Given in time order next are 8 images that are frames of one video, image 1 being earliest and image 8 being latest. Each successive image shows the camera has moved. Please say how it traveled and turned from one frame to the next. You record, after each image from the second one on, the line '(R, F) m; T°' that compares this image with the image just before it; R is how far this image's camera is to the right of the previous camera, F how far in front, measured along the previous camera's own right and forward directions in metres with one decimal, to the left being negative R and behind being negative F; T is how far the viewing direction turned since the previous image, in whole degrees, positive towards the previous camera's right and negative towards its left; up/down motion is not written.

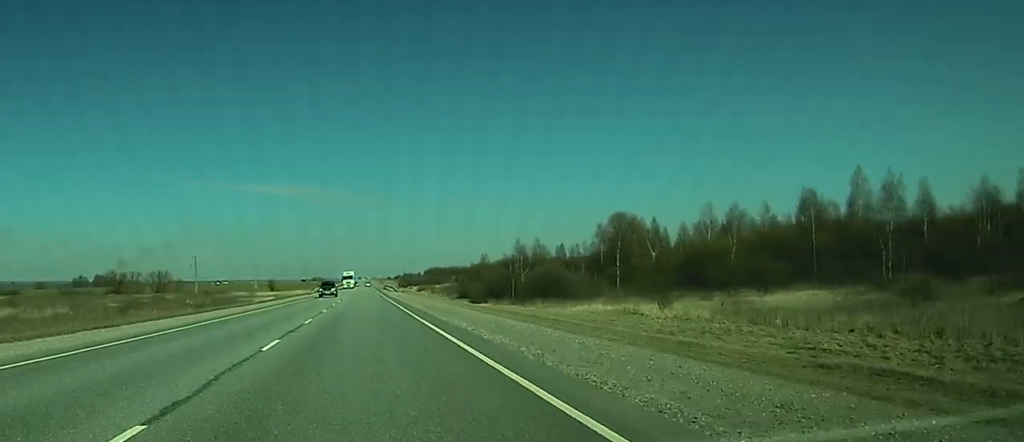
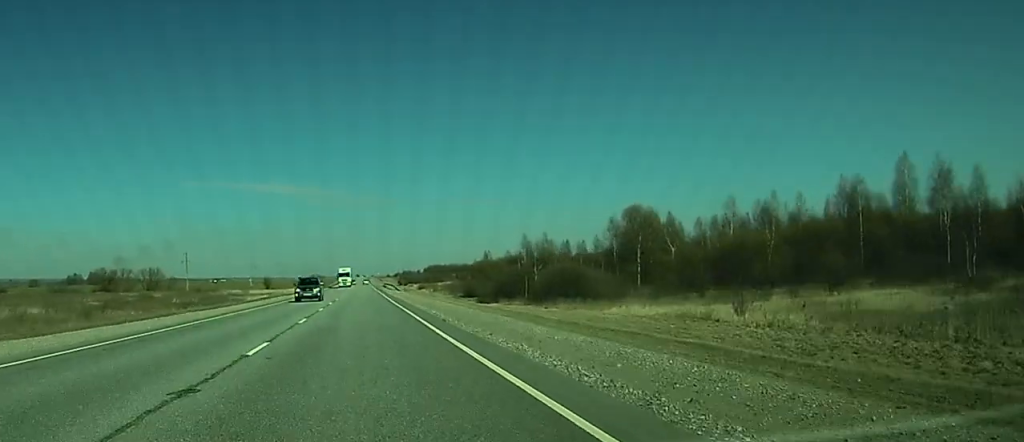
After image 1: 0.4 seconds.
(0.0, +13.9) m; 0°
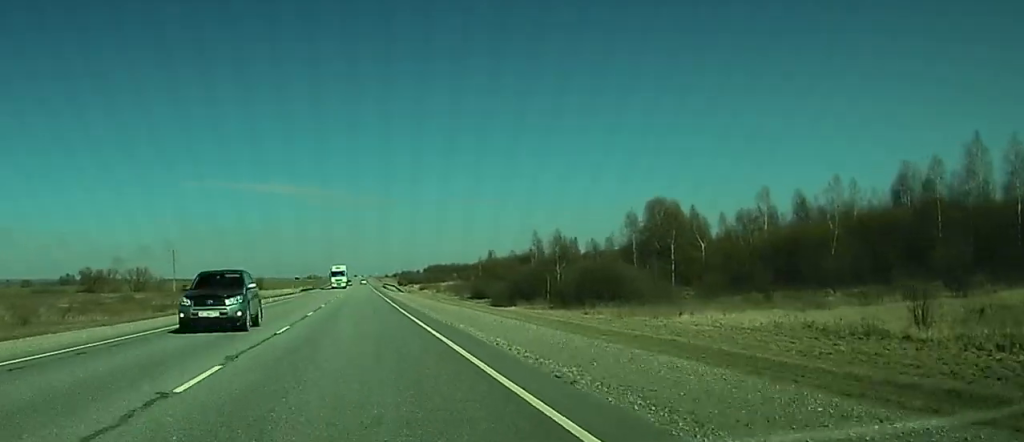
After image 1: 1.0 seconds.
(0.0, +18.1) m; 0°
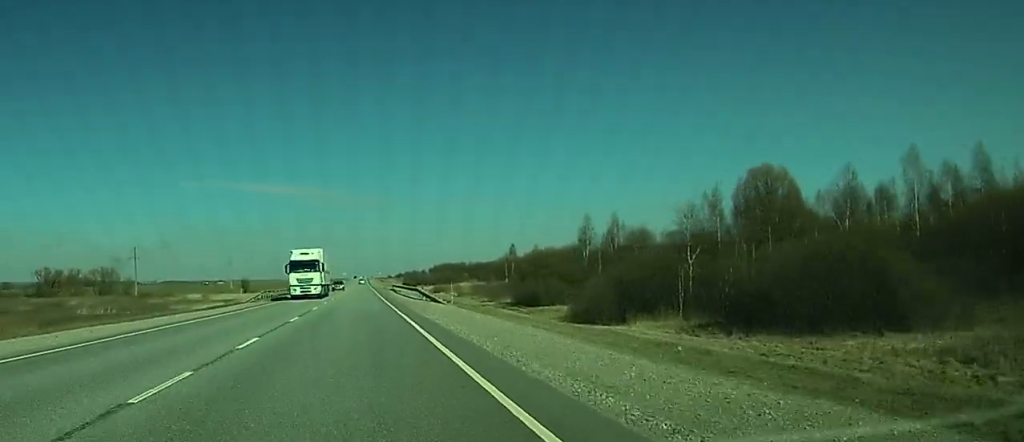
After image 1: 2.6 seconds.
(0.0, +51.0) m; 0°
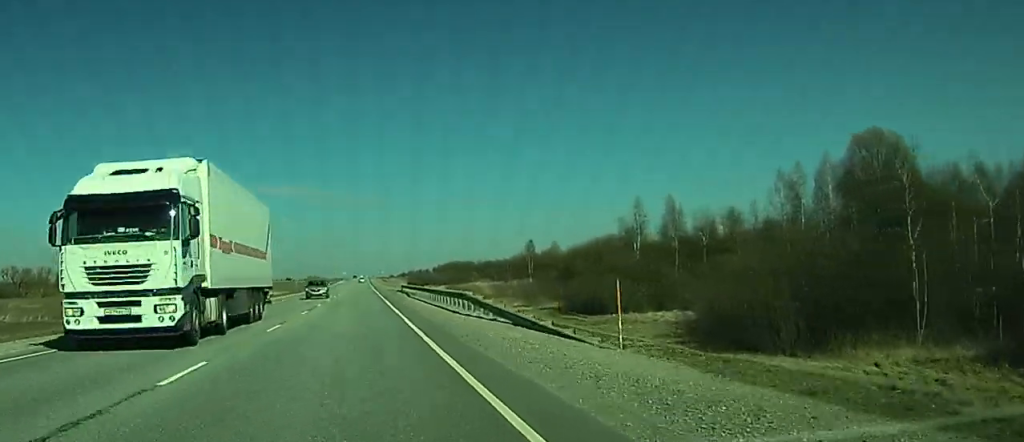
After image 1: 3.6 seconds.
(0.0, +31.7) m; 0°
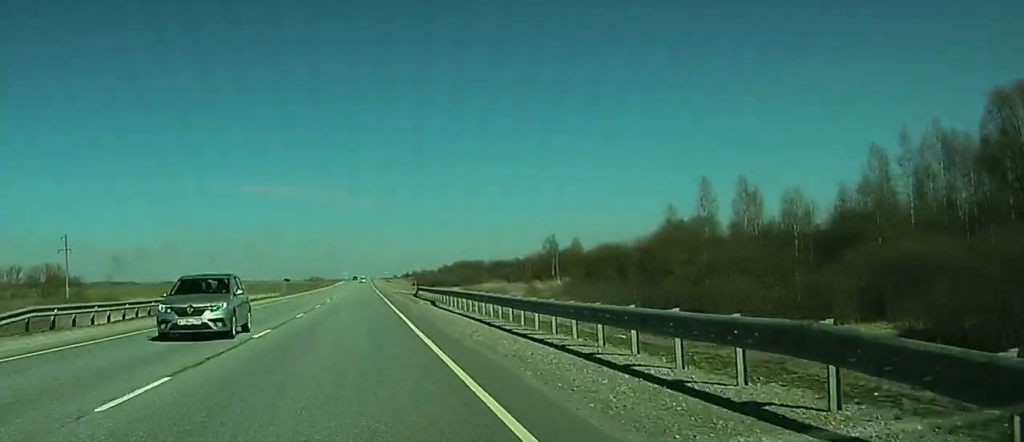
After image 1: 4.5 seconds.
(-0.1, +27.3) m; 0°
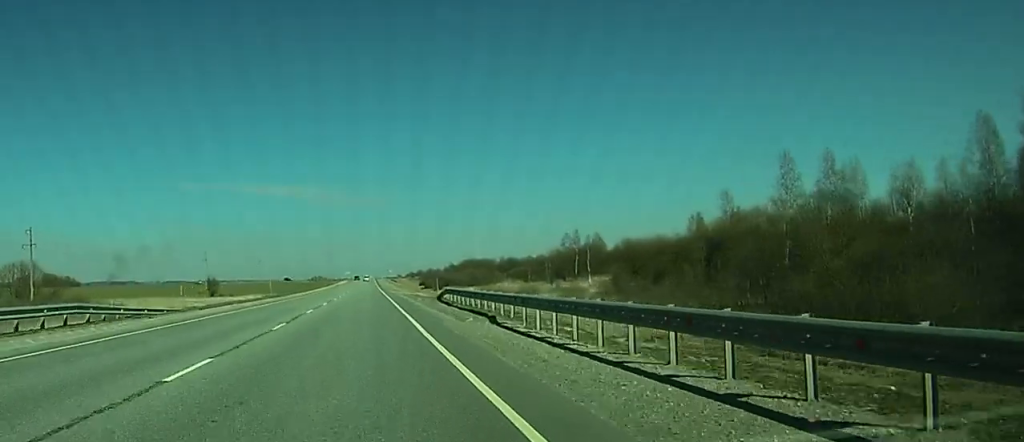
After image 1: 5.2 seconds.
(-0.1, +21.9) m; 0°
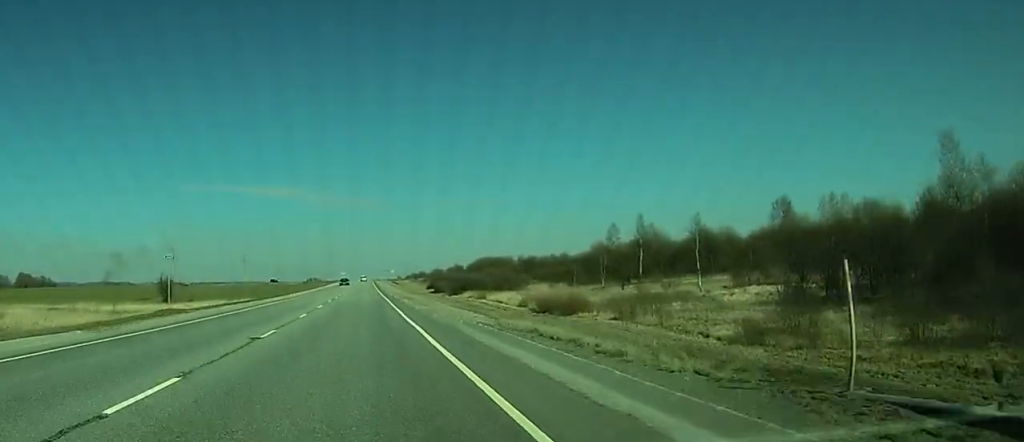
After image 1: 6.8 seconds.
(+0.3, +52.0) m; 0°
